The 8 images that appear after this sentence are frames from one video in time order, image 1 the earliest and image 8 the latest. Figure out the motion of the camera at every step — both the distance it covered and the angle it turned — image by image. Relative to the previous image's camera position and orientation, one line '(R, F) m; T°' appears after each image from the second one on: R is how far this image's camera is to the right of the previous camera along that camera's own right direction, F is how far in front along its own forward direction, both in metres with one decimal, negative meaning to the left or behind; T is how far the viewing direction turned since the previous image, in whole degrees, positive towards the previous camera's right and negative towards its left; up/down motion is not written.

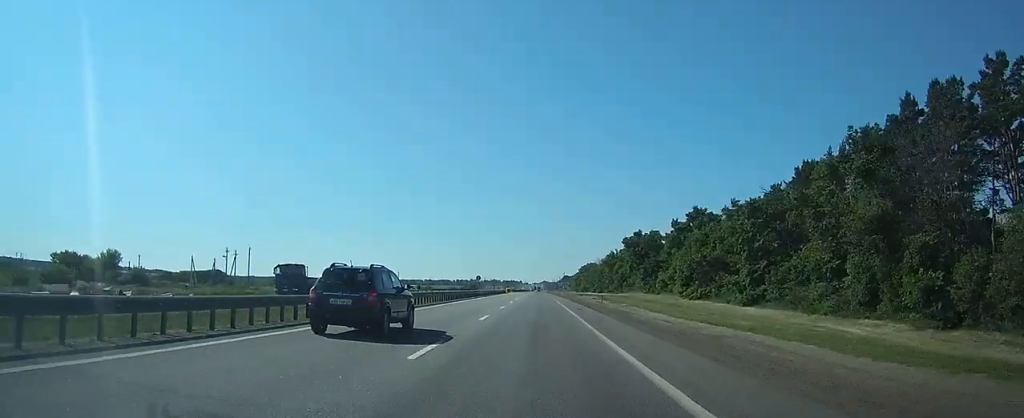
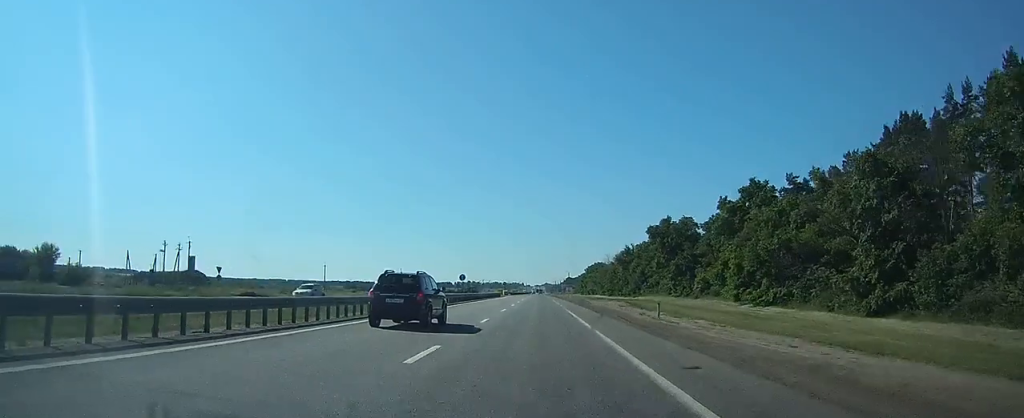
(0.0, +24.4) m; 0°
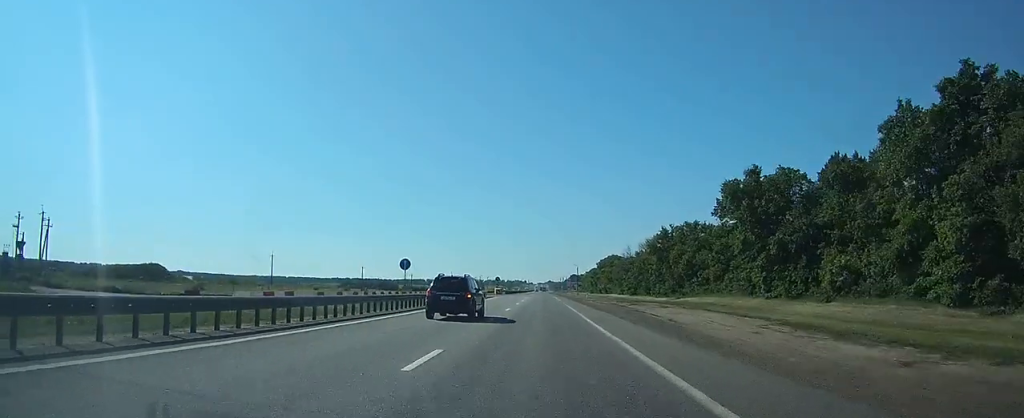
(-0.2, +37.0) m; -1°
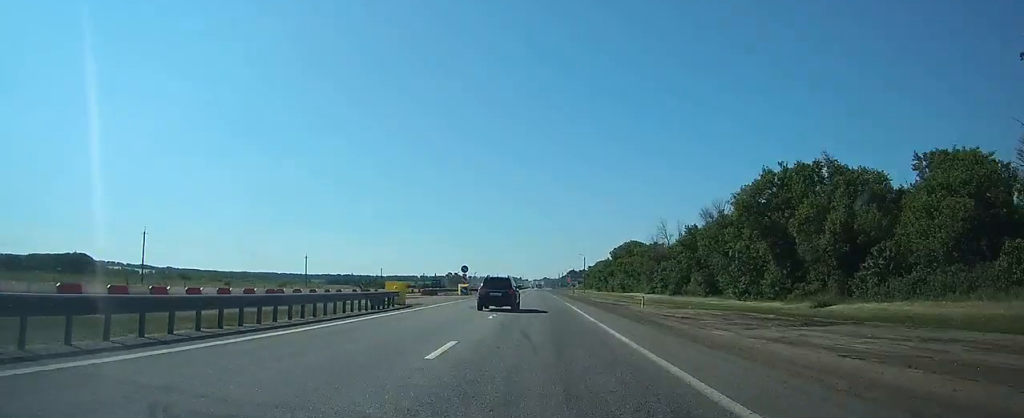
(0.0, +47.0) m; 0°
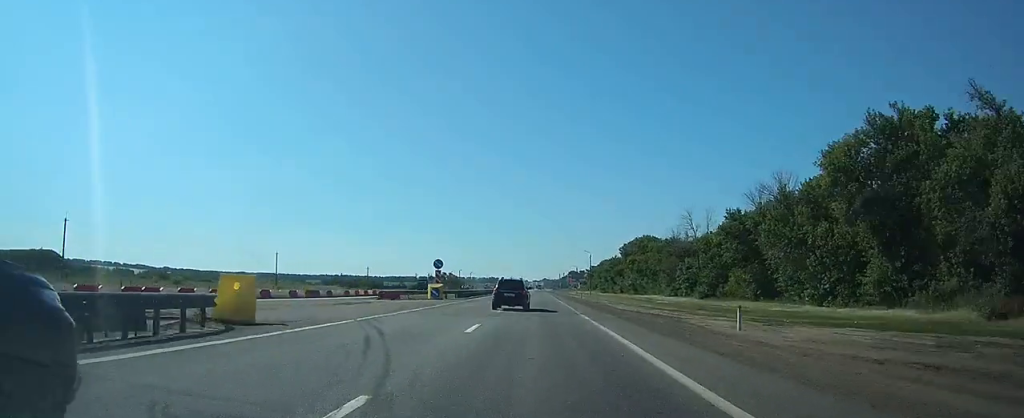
(0.0, +18.5) m; 0°
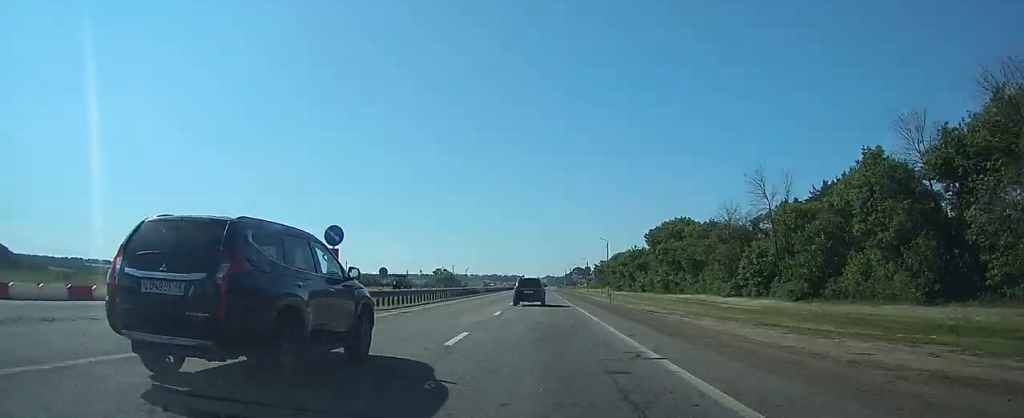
(0.0, +28.0) m; 0°
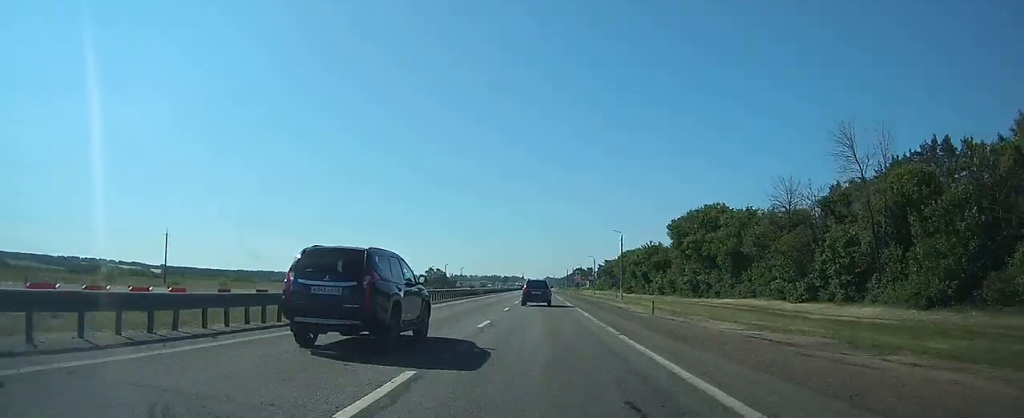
(0.0, +18.3) m; 0°
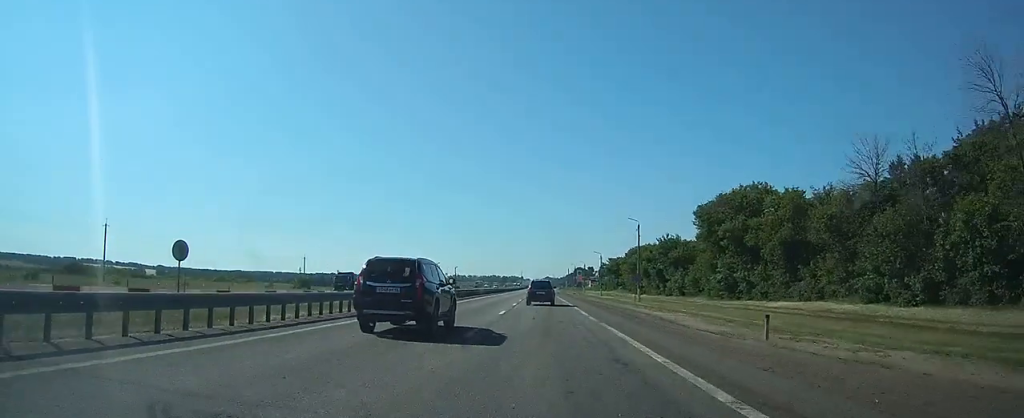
(0.0, +15.6) m; 0°
